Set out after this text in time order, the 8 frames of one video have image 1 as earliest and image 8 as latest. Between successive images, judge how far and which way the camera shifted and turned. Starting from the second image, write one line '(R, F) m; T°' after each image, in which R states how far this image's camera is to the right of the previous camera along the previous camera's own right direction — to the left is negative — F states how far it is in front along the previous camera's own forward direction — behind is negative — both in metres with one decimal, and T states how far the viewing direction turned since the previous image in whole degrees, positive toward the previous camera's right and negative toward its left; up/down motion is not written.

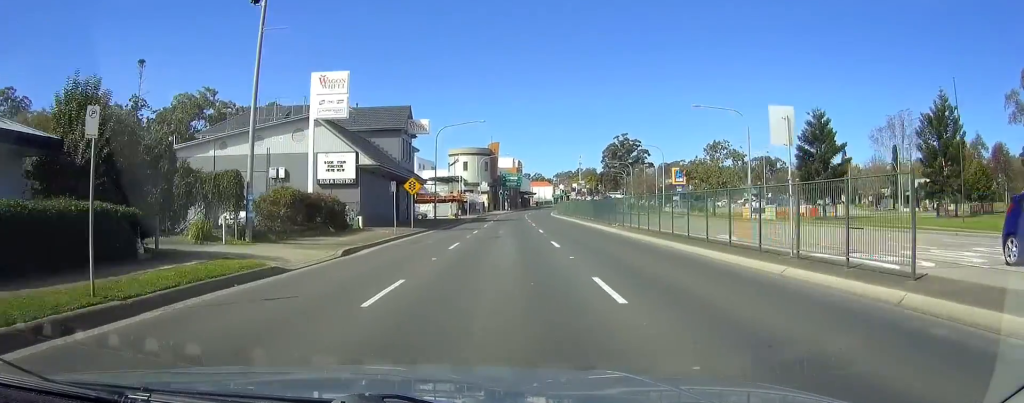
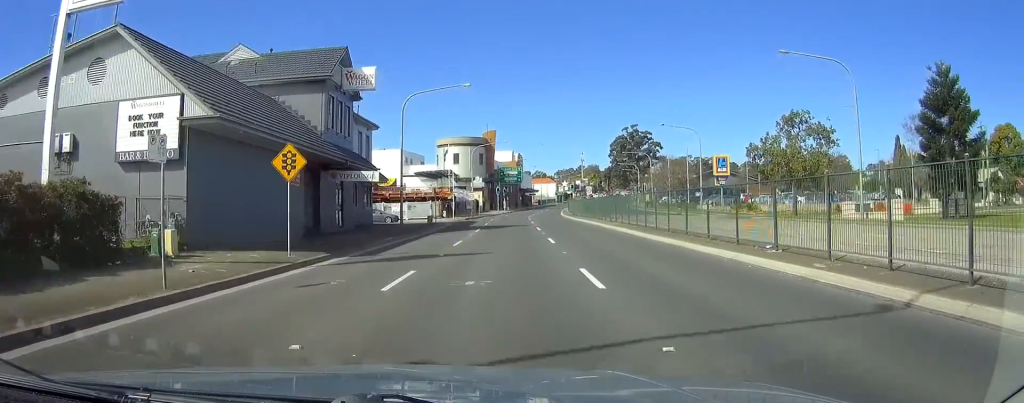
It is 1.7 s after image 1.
(-0.1, +23.1) m; 0°
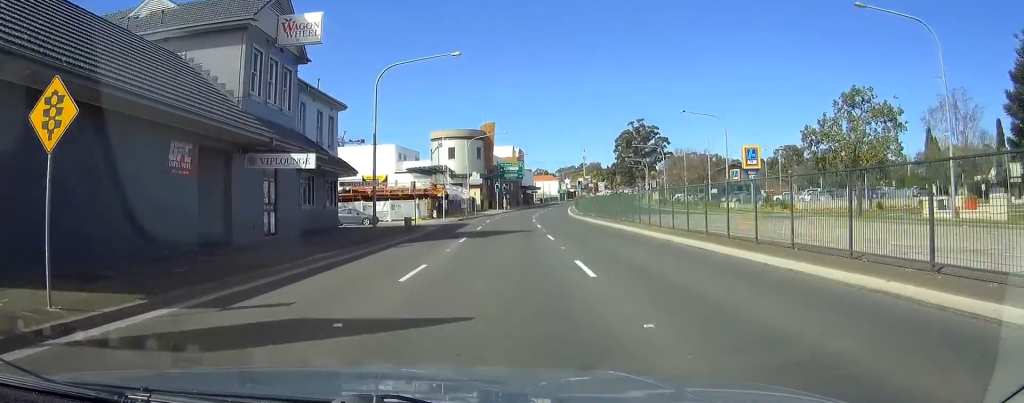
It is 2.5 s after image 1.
(0.0, +11.0) m; 0°
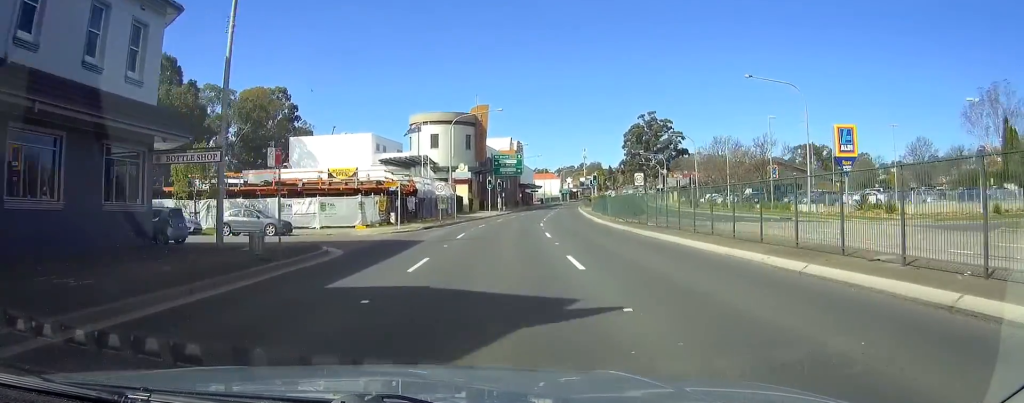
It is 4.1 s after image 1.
(0.0, +23.0) m; 0°
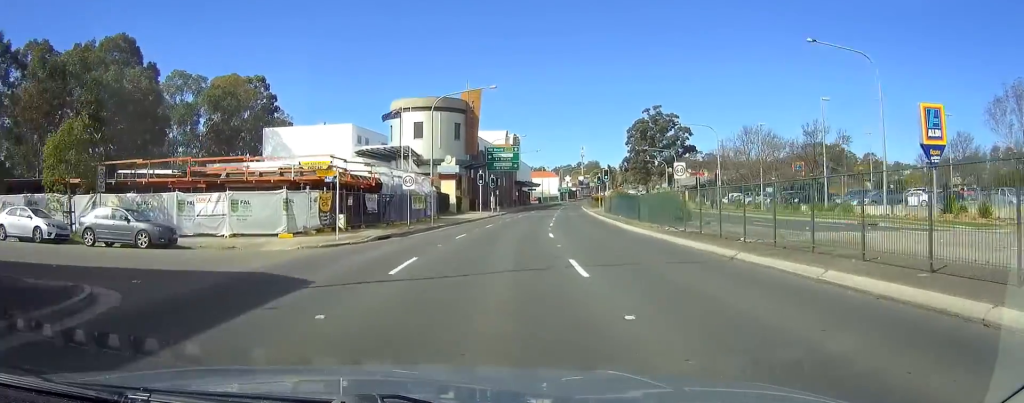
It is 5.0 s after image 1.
(+0.1, +12.9) m; +1°
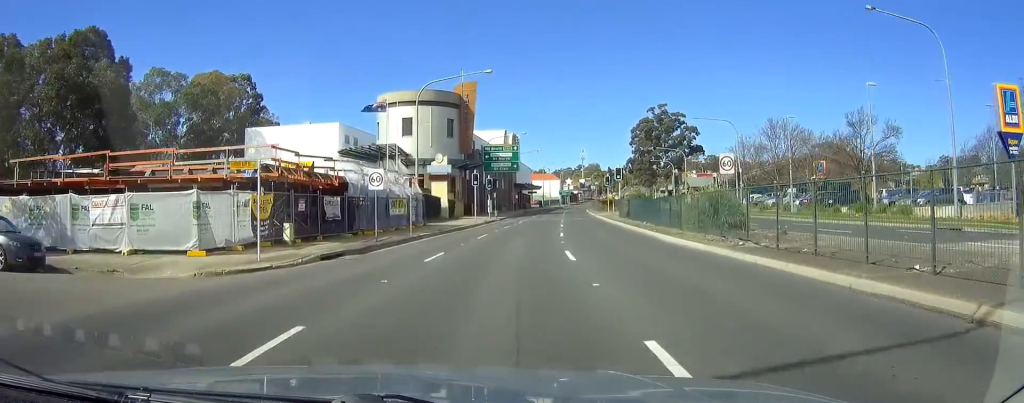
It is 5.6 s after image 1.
(0.0, +8.4) m; +1°
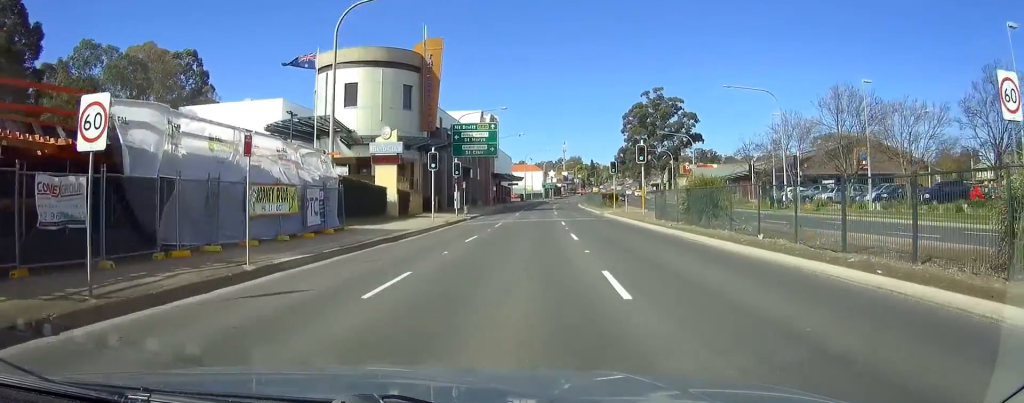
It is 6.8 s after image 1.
(+0.4, +18.5) m; +1°
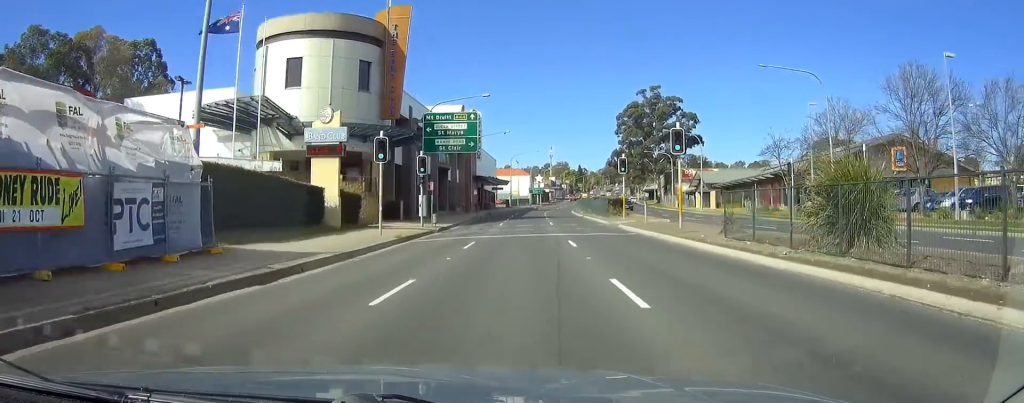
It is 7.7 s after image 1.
(0.0, +12.5) m; 0°
